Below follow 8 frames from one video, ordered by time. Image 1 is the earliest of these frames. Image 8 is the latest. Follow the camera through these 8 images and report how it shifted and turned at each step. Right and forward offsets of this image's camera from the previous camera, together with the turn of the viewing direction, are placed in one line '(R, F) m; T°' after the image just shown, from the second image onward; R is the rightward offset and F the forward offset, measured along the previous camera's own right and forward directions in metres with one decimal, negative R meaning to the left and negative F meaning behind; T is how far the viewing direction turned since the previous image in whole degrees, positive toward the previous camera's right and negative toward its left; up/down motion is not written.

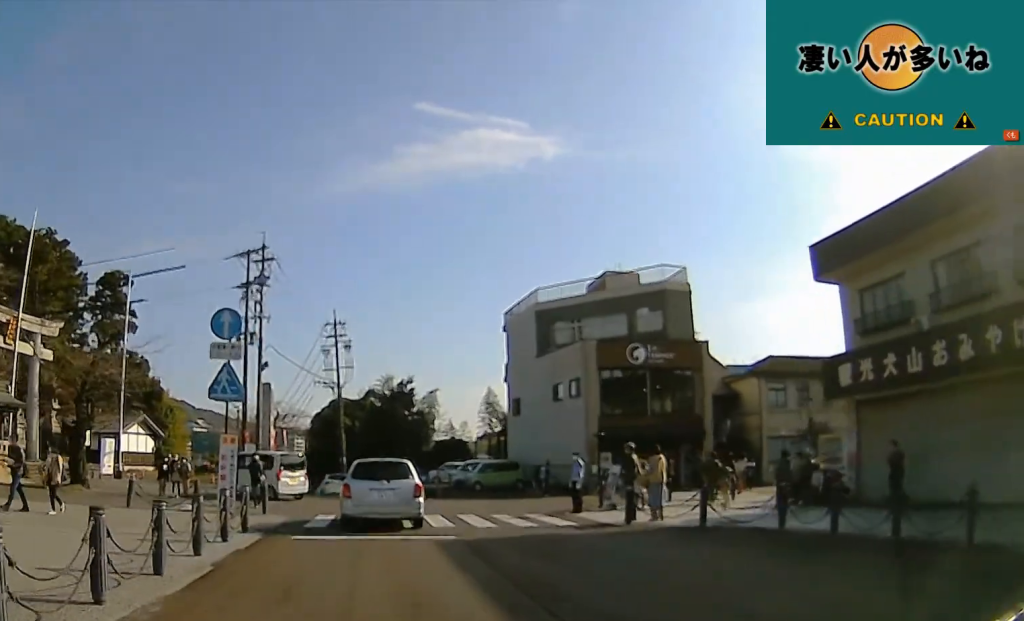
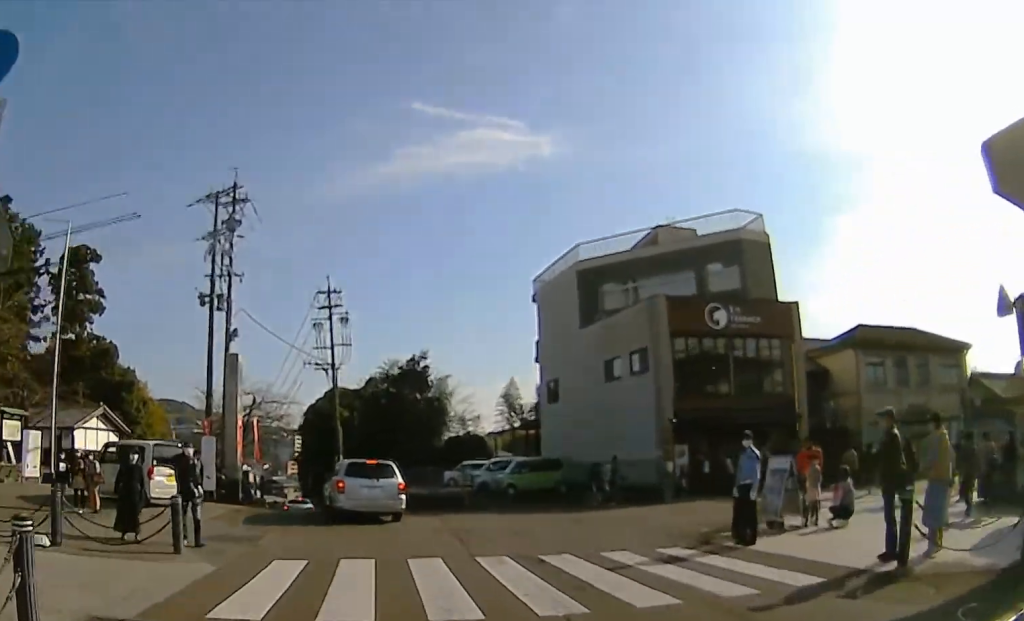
(-0.6, +7.9) m; -10°
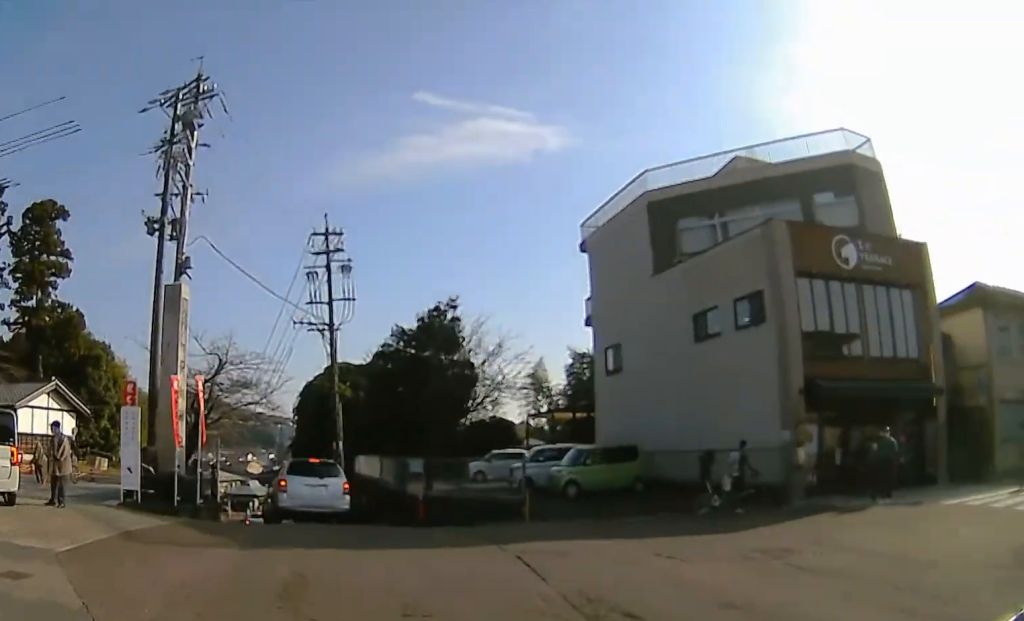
(-0.5, +7.0) m; 0°
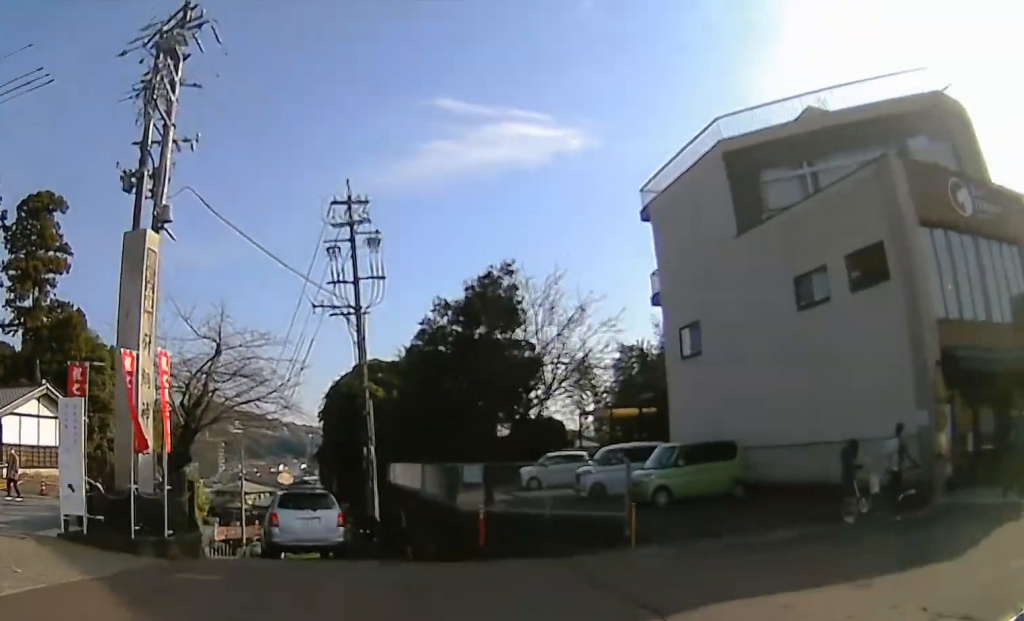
(0.0, +3.6) m; +5°
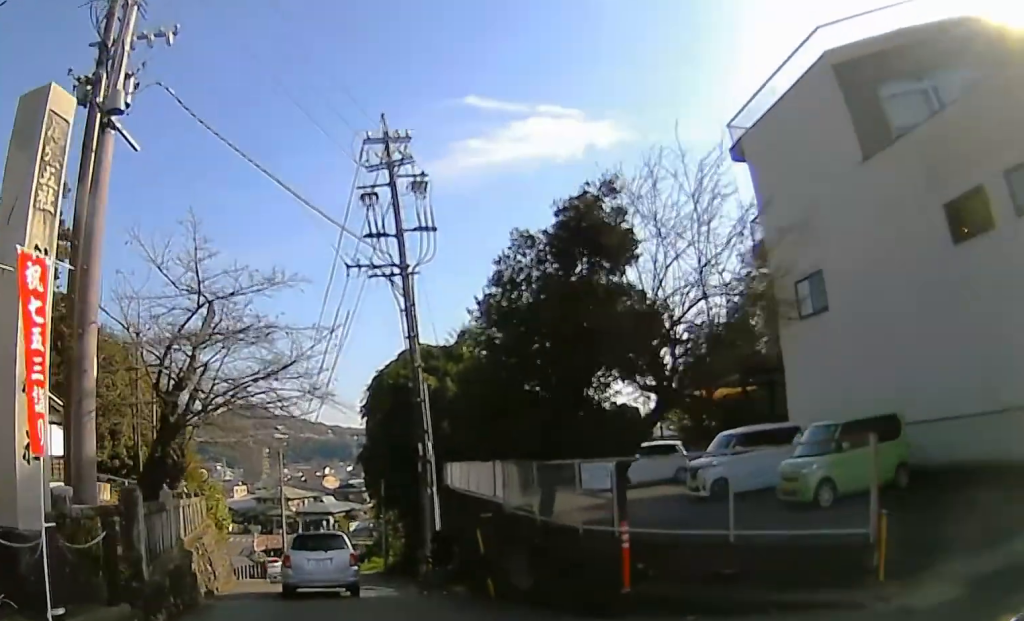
(+0.5, +5.3) m; +5°
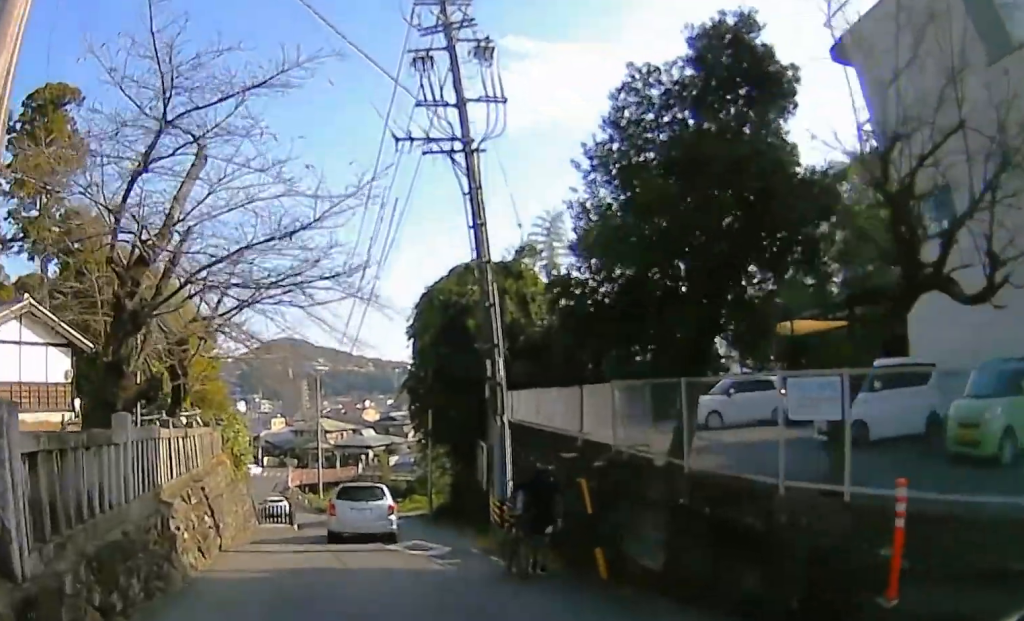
(-0.1, +4.9) m; -9°
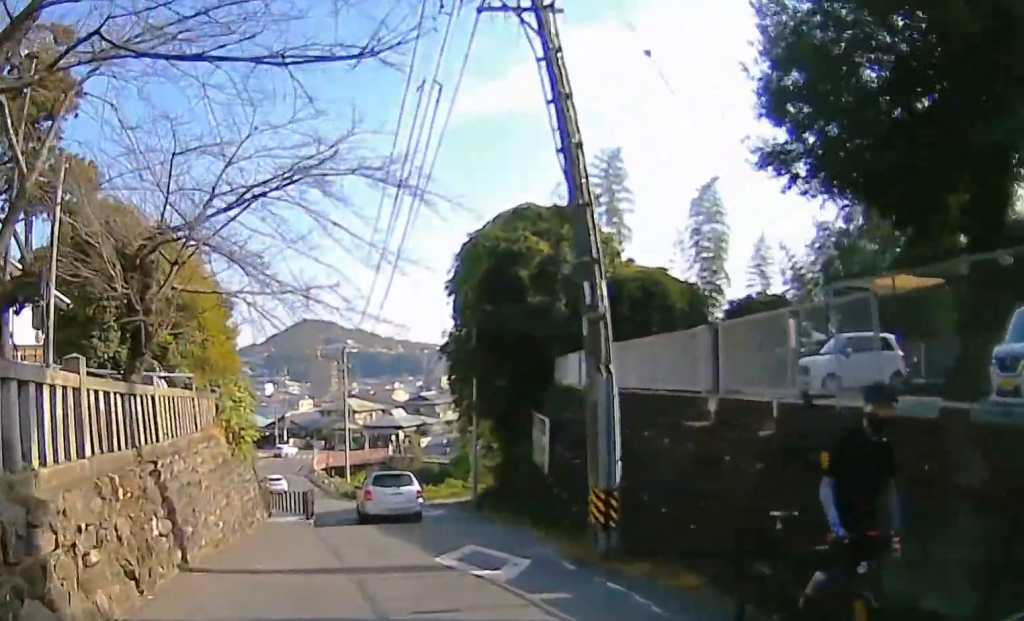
(-0.7, +5.0) m; -9°
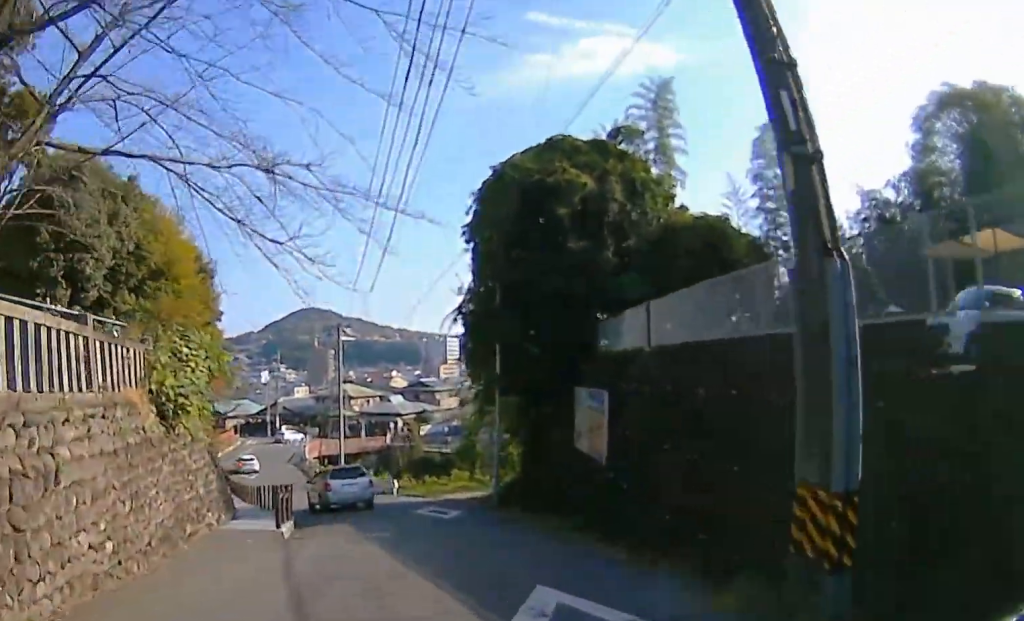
(-0.1, +5.1) m; -1°
